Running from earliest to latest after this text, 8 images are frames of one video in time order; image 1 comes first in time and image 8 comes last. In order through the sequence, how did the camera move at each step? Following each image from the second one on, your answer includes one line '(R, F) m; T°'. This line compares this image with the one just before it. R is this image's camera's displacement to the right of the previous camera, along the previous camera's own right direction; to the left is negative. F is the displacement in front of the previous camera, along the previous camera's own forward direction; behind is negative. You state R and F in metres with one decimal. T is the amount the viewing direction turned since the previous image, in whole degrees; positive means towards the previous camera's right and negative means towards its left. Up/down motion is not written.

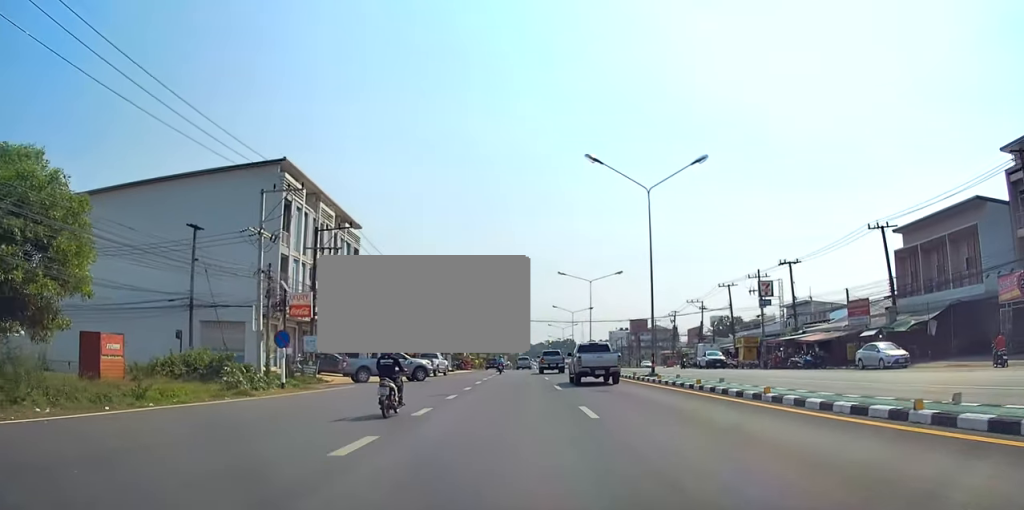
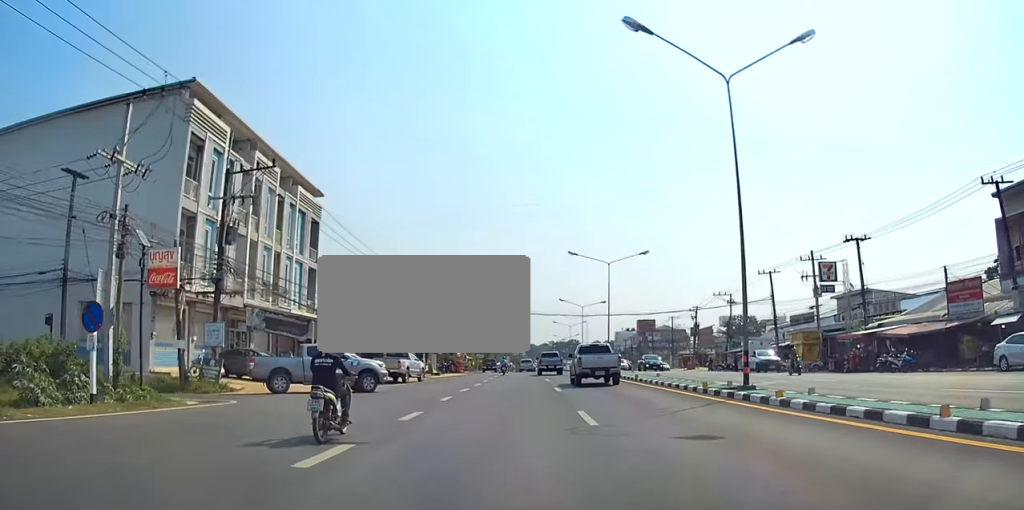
(-0.1, +13.0) m; 0°
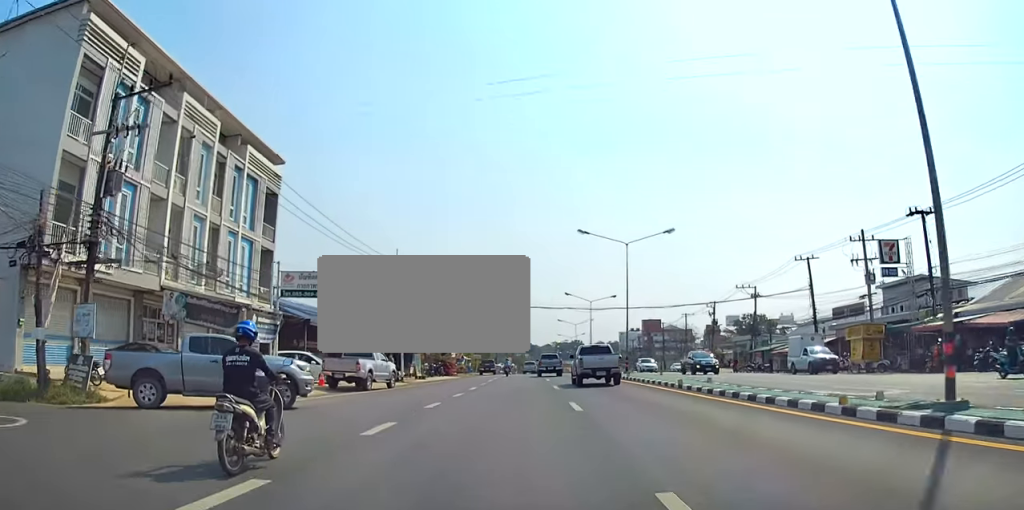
(0.0, +9.1) m; 0°
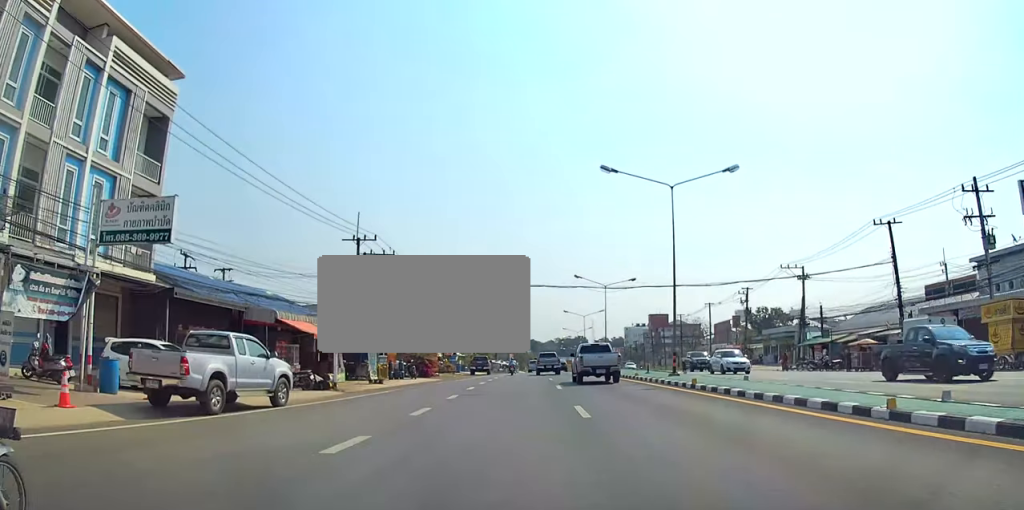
(+0.1, +13.1) m; 0°
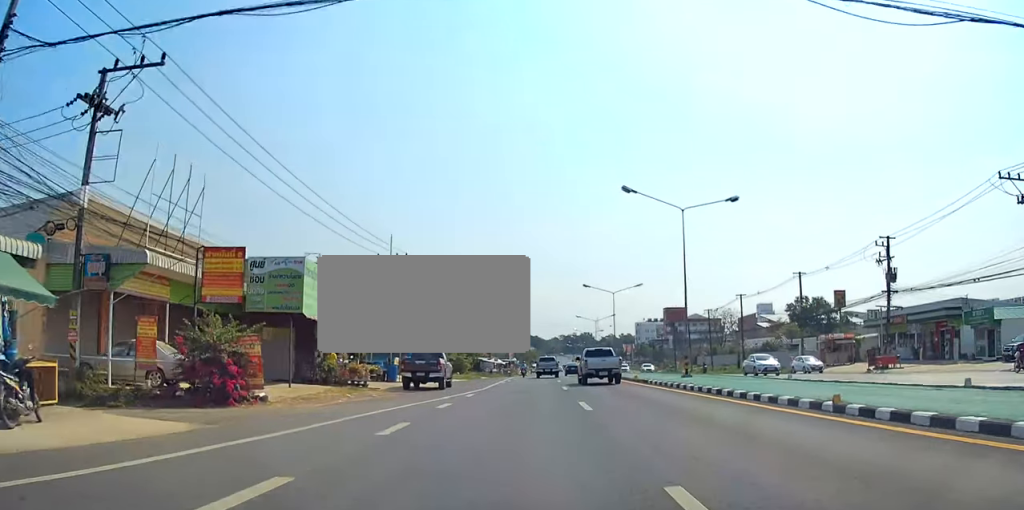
(-0.7, +33.9) m; -1°
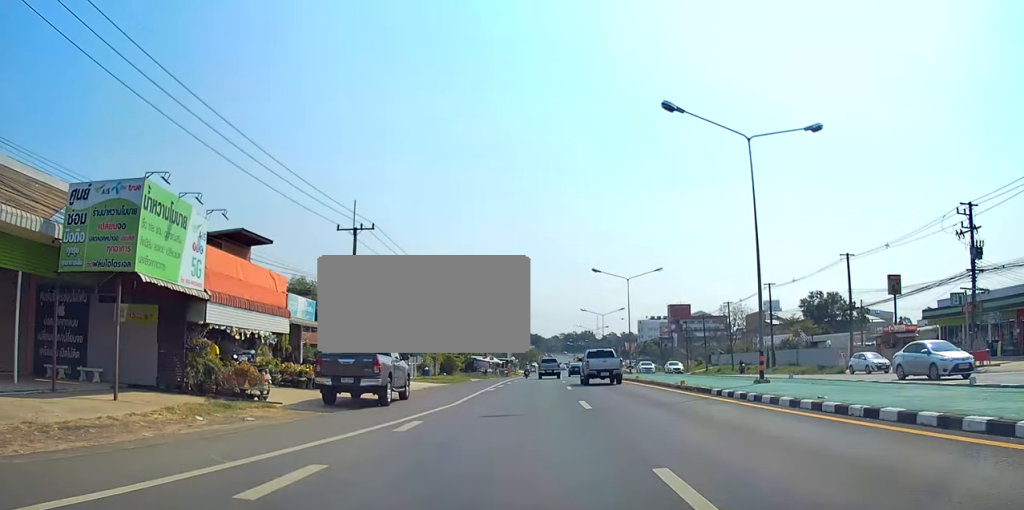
(+0.2, +10.6) m; 0°
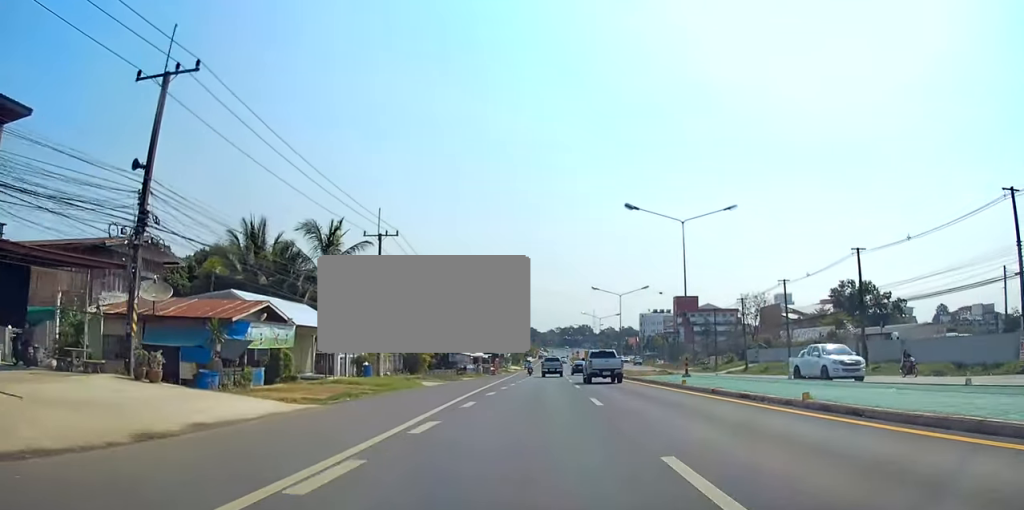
(0.0, +22.8) m; 0°
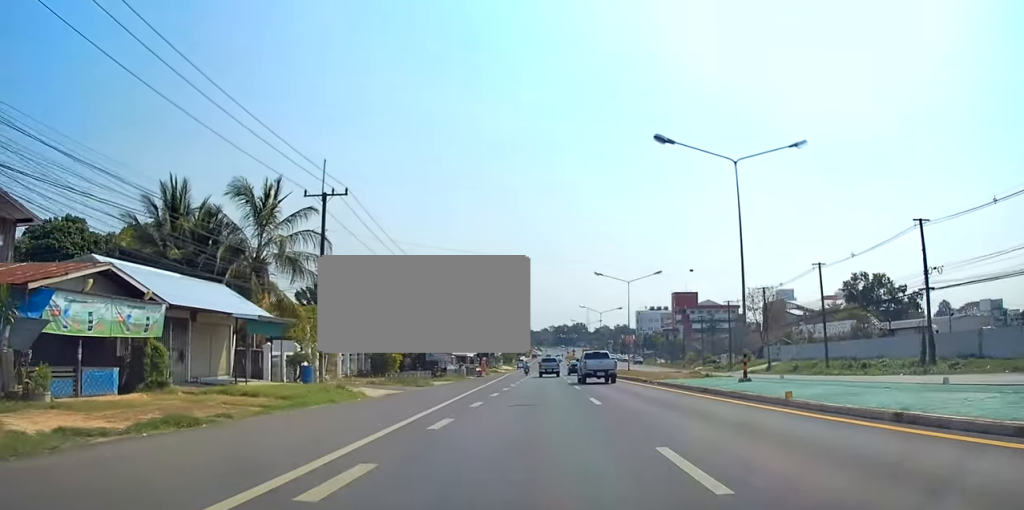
(0.0, +11.5) m; 0°
